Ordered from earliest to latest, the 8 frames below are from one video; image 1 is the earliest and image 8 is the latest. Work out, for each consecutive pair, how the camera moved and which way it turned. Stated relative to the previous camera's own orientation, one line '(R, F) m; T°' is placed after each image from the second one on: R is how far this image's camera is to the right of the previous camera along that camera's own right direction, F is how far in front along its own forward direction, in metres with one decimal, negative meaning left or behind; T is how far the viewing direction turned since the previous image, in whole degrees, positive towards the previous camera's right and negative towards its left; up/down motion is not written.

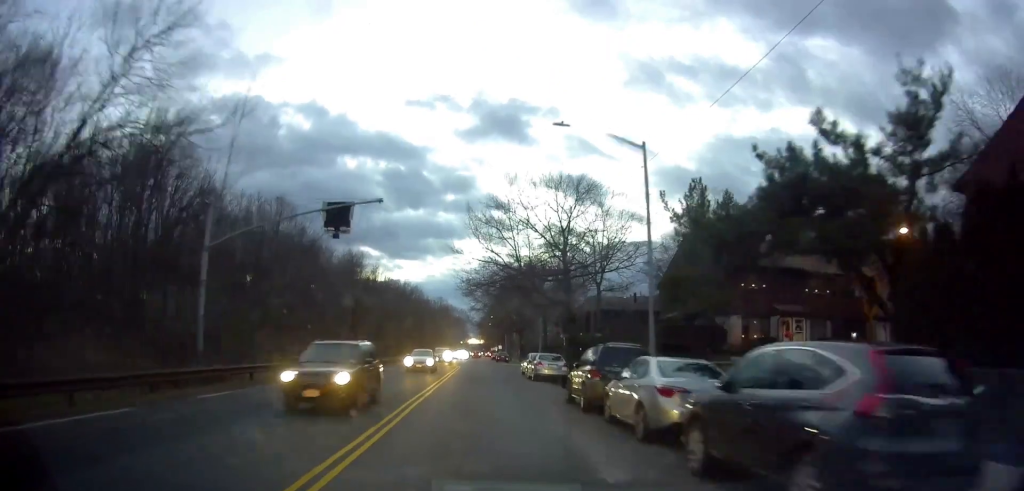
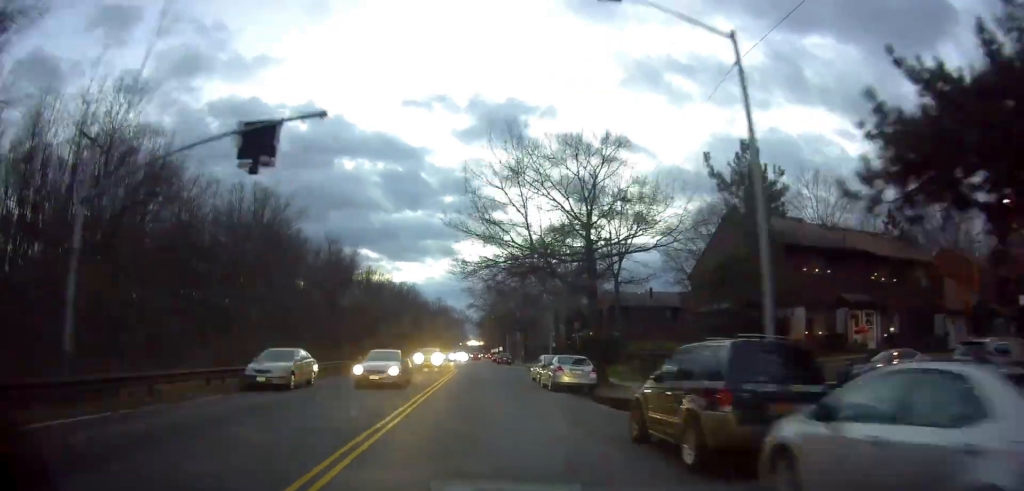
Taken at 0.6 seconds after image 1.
(0.0, +8.0) m; 0°
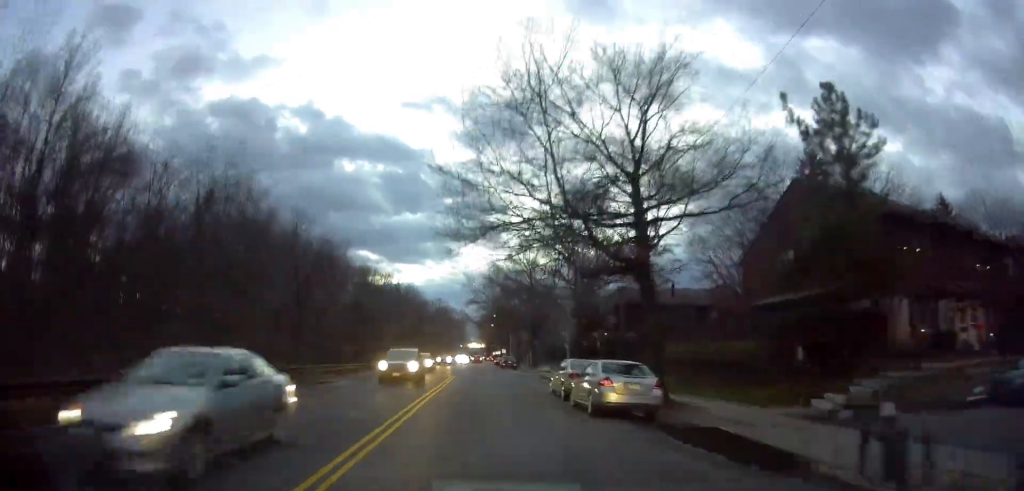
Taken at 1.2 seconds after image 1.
(-0.1, +7.9) m; 0°
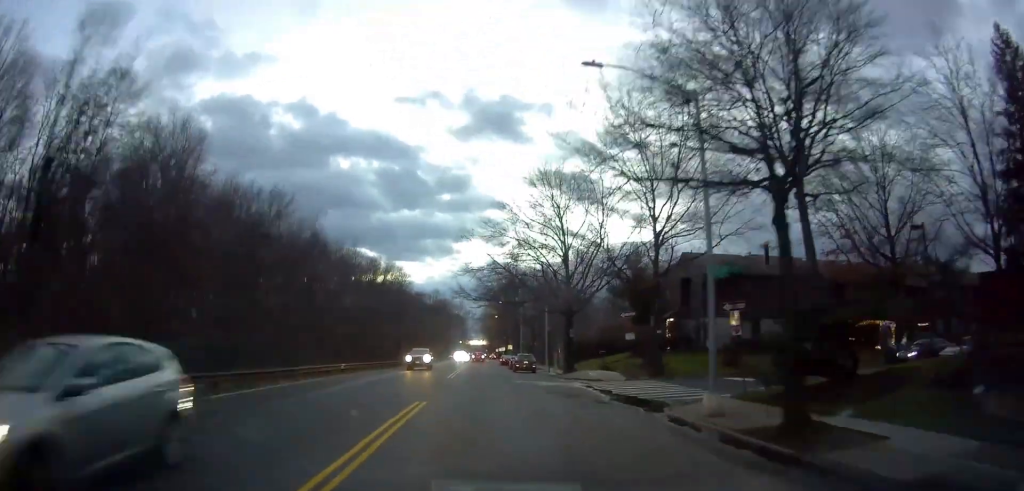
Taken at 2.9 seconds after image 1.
(-0.2, +22.2) m; -1°
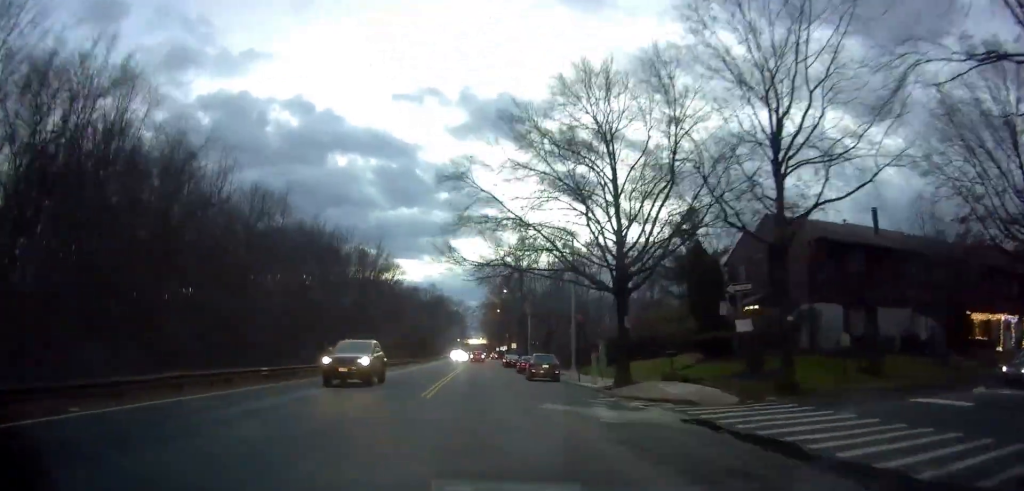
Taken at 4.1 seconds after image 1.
(+0.1, +14.3) m; +1°
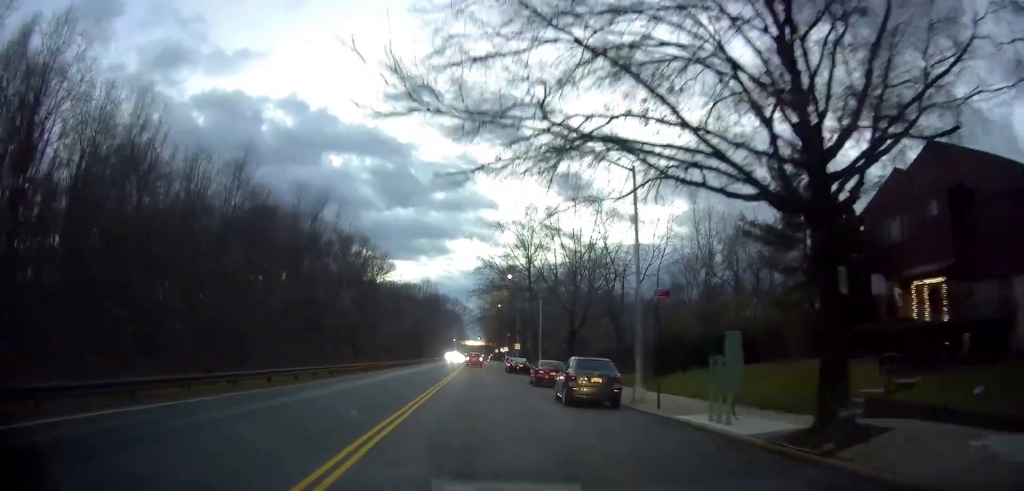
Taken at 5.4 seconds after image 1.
(0.0, +15.4) m; +1°
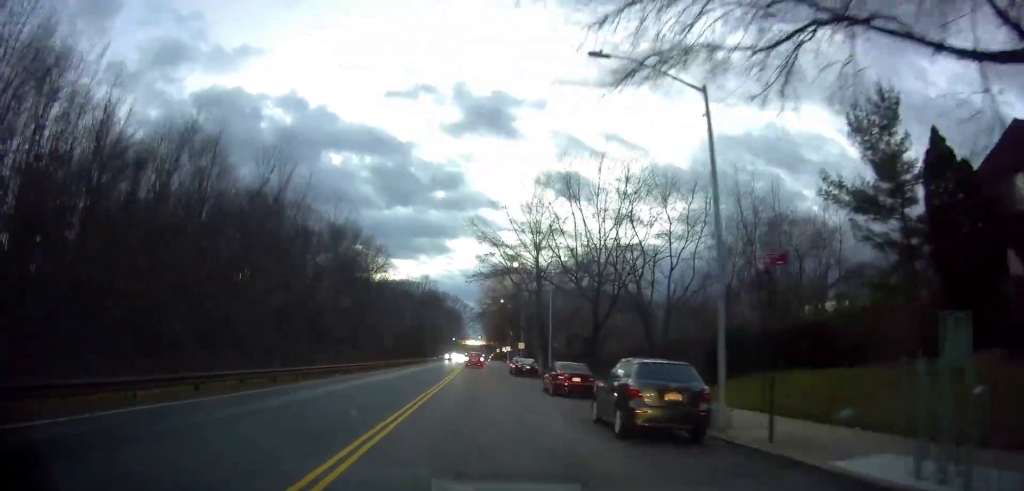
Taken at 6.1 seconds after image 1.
(+0.2, +7.4) m; -1°
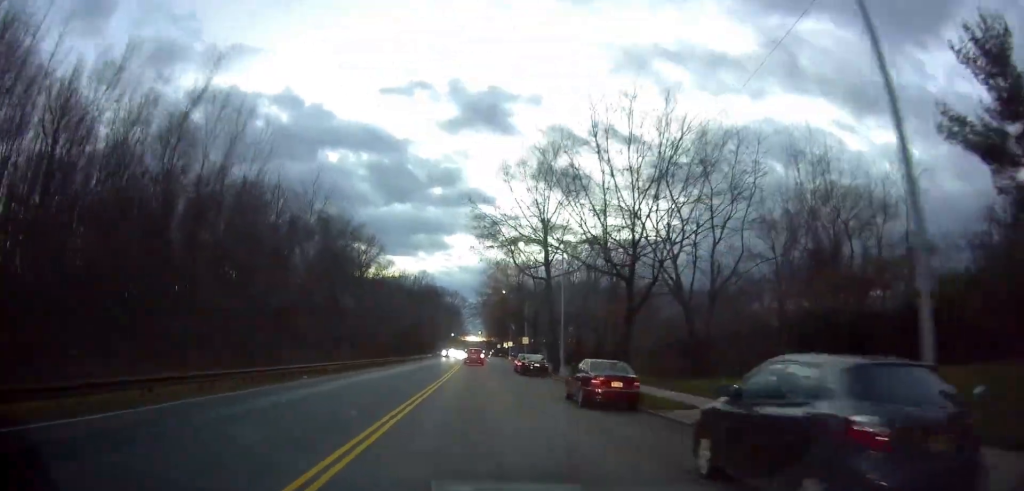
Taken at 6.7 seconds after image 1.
(-0.1, +7.2) m; +1°
